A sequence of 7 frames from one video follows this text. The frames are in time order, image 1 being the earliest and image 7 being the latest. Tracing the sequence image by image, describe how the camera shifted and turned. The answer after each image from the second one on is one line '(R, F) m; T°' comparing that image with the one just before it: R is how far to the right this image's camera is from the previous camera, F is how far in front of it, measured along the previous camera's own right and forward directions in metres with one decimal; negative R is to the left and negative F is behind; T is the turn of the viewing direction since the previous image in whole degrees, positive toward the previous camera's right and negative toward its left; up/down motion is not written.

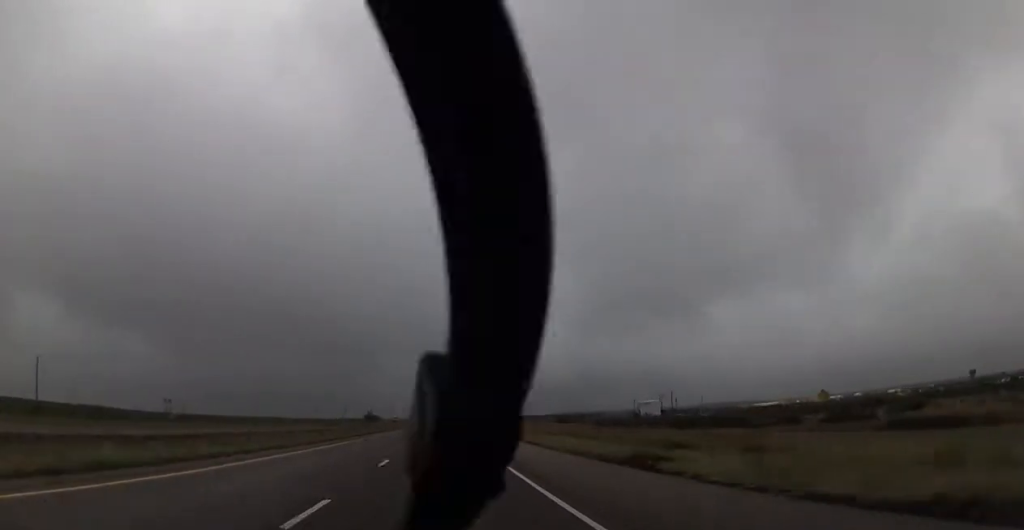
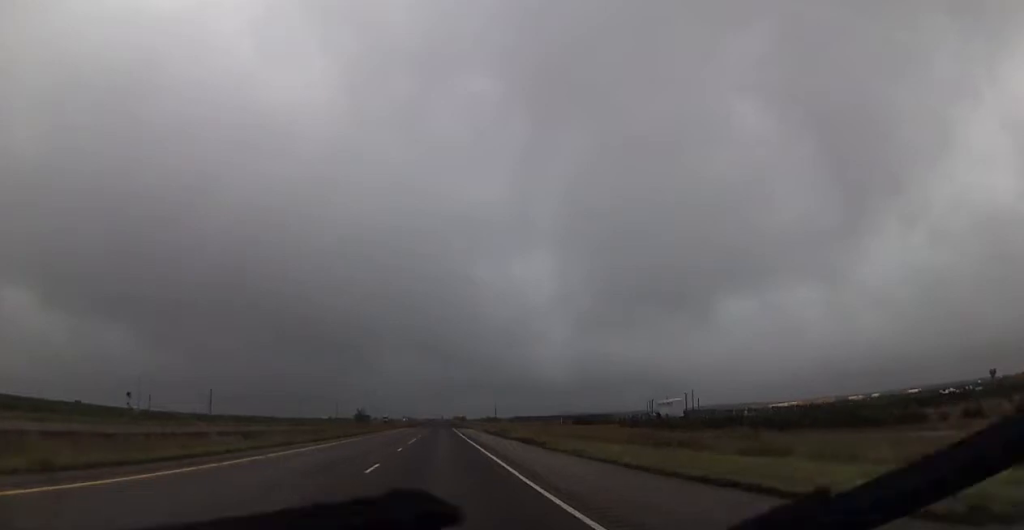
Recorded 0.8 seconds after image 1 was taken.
(0.0, +27.8) m; 0°
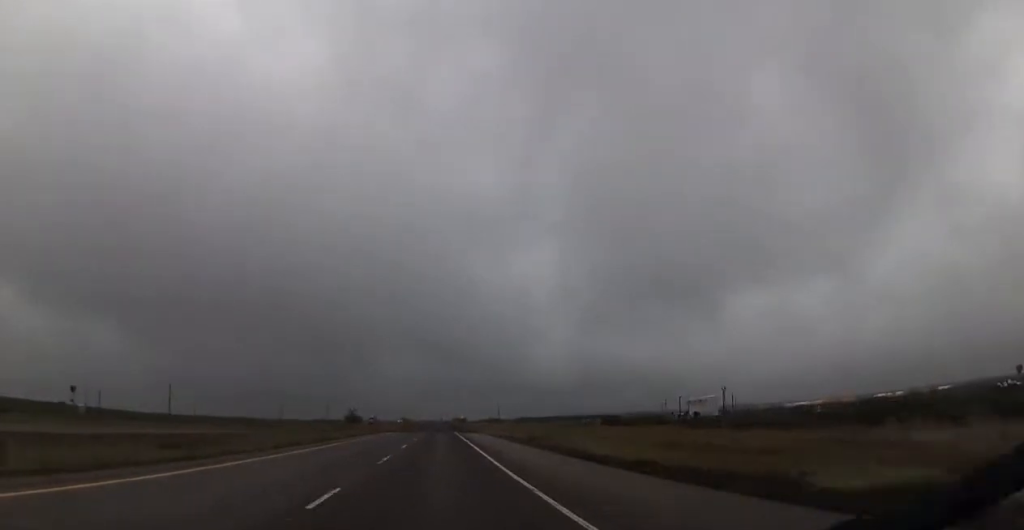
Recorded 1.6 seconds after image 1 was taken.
(+0.2, +31.5) m; 0°
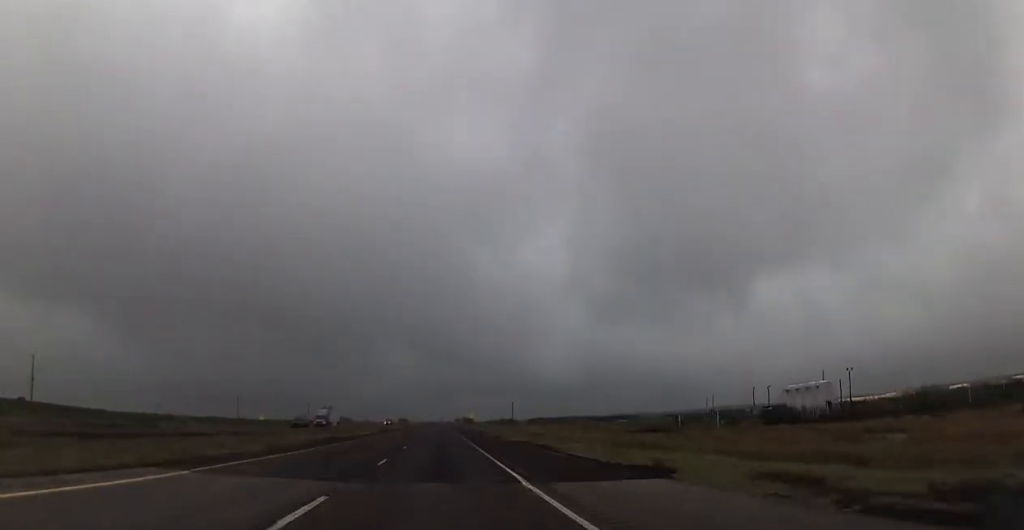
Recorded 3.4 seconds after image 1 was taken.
(-0.2, +64.1) m; 0°
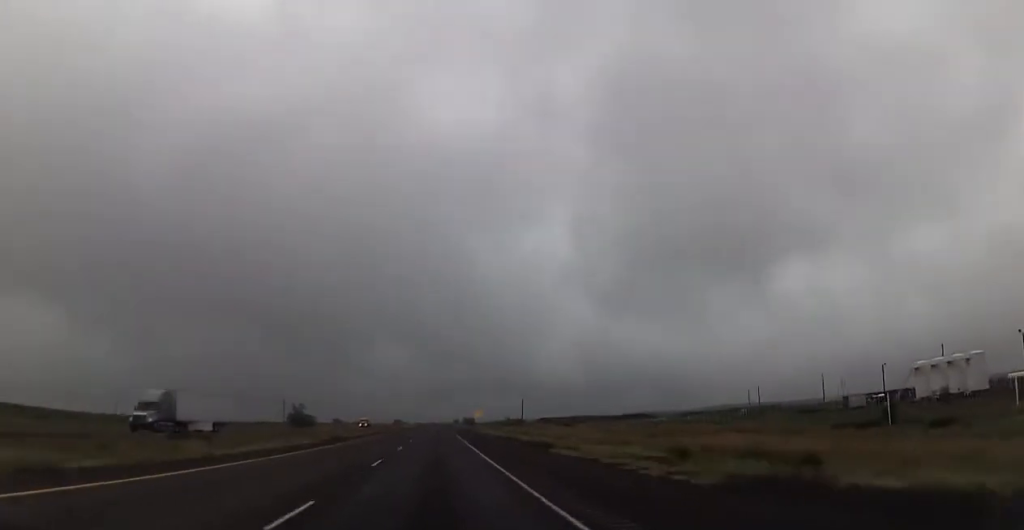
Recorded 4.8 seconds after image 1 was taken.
(+0.1, +49.6) m; 0°
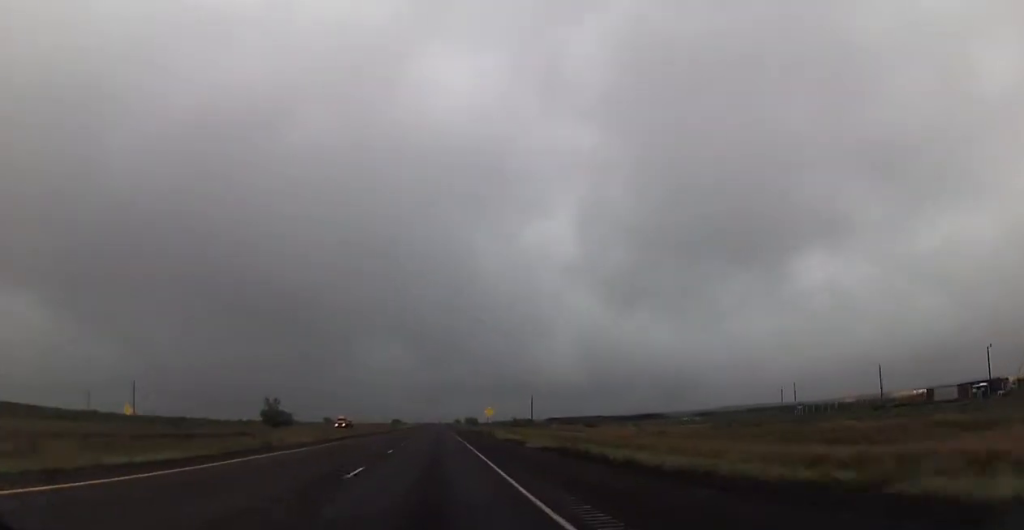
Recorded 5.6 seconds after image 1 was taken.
(0.0, +29.0) m; 0°
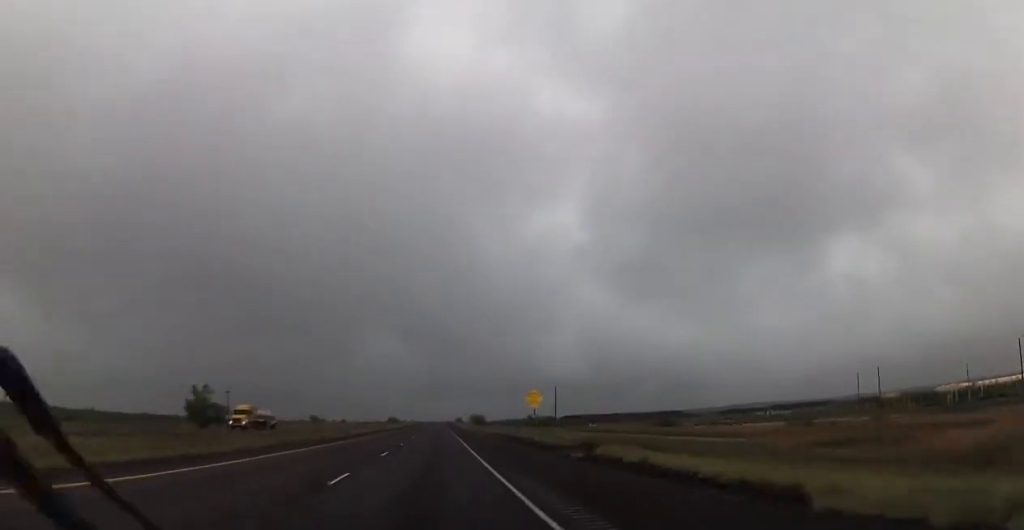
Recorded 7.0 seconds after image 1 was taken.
(+0.1, +50.6) m; +1°
